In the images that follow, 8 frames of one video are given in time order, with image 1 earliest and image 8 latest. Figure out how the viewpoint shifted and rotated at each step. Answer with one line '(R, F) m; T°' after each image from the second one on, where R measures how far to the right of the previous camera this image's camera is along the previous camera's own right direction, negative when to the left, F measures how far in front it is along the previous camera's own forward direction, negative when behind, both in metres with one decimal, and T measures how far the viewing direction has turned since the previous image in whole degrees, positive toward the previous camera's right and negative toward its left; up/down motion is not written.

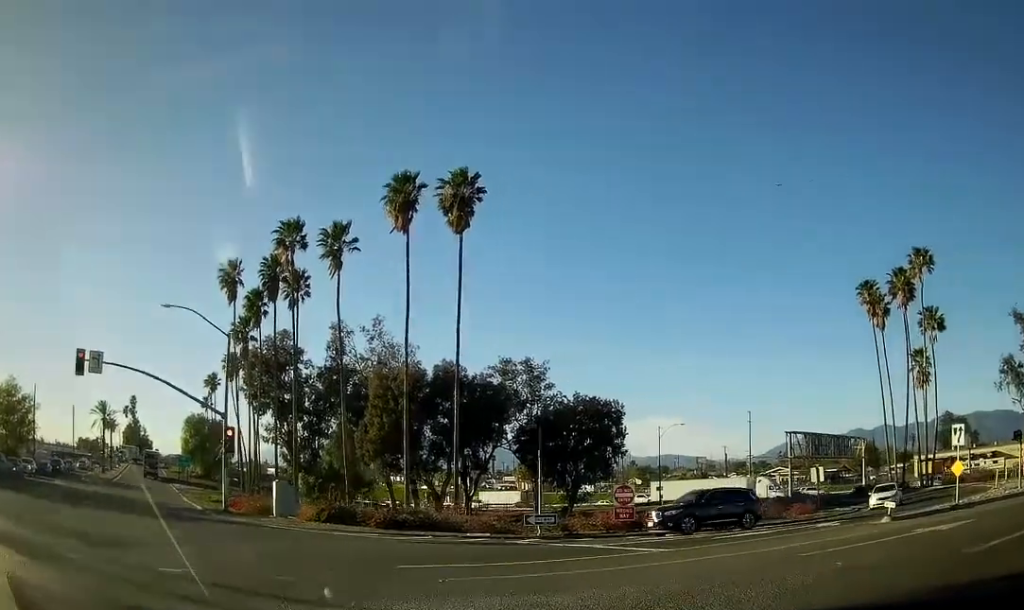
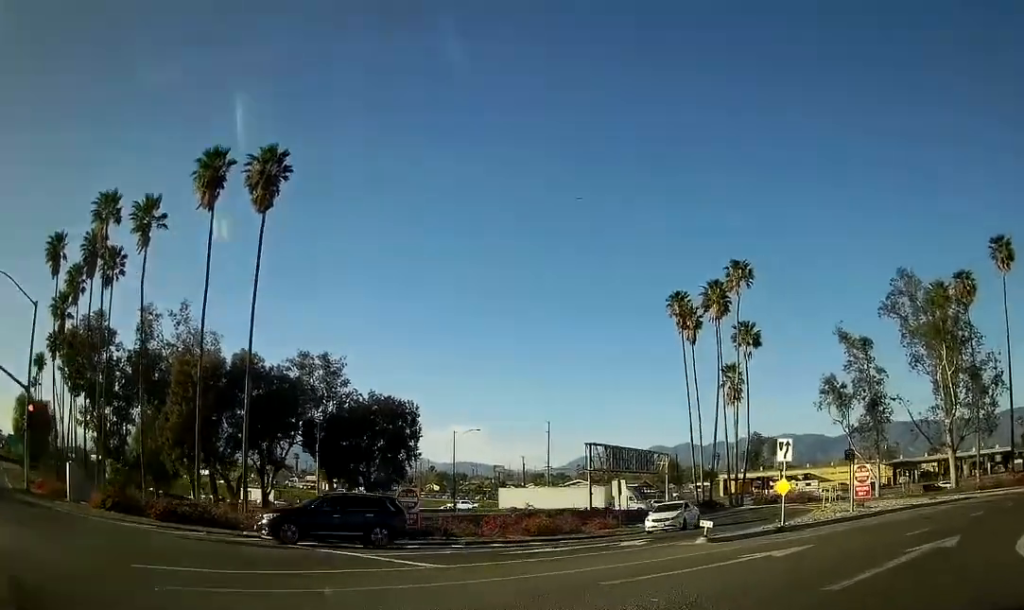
(0.0, +13.5) m; +12°
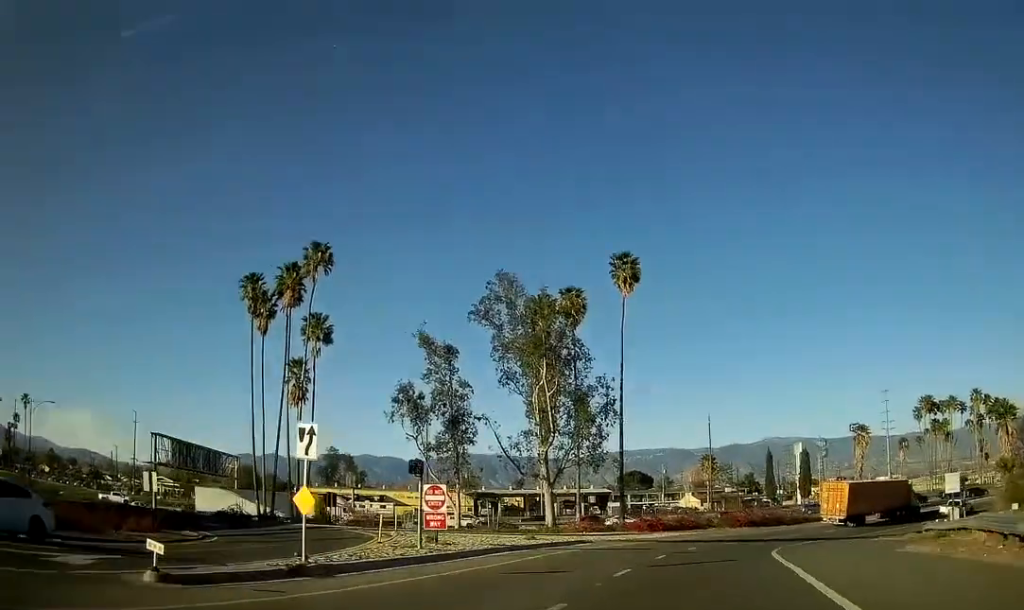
(+7.5, +14.2) m; +68°
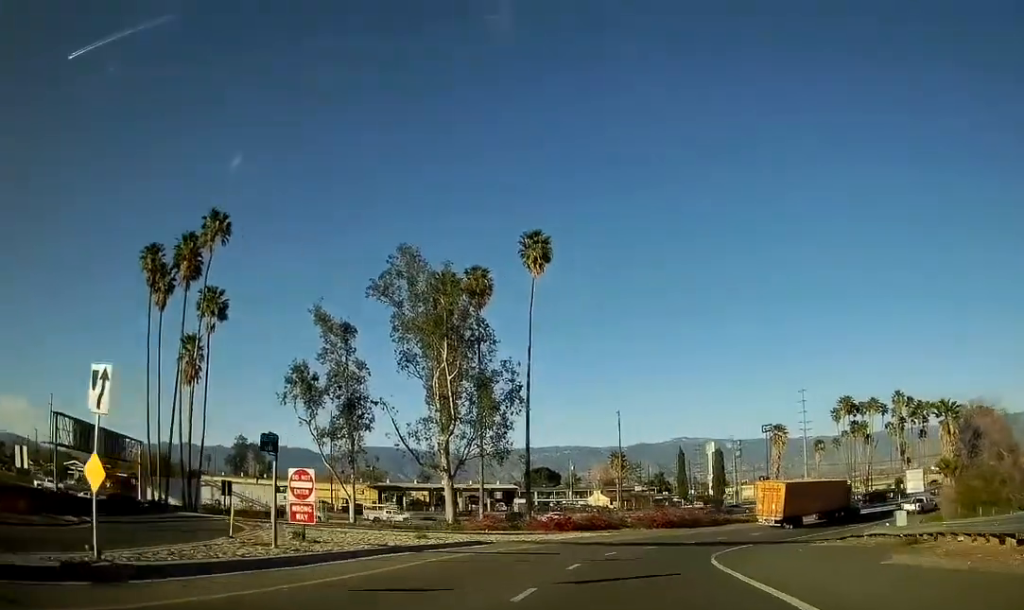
(+1.3, +5.7) m; +13°
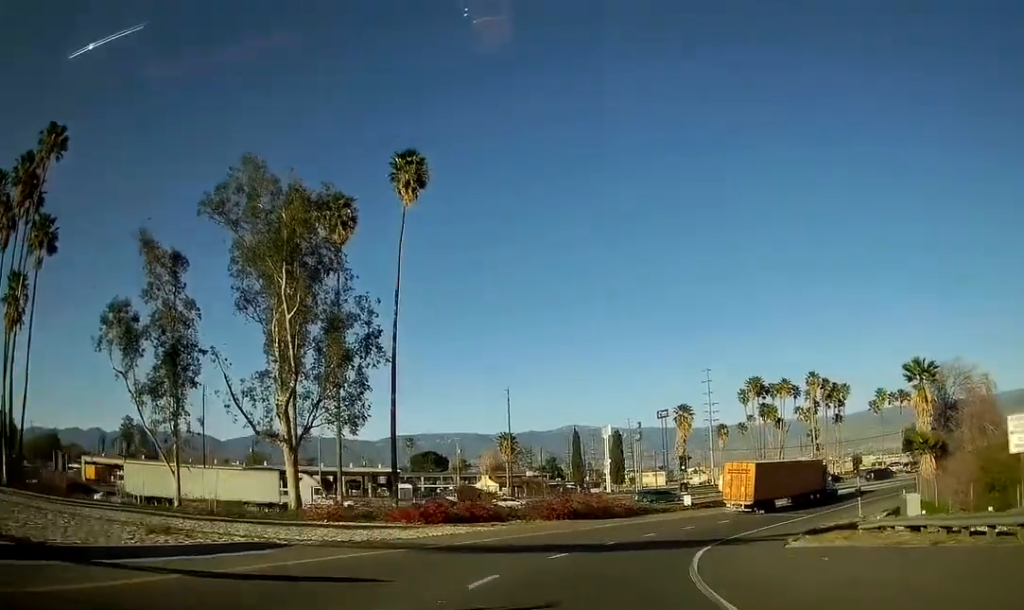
(+2.2, +12.1) m; +15°
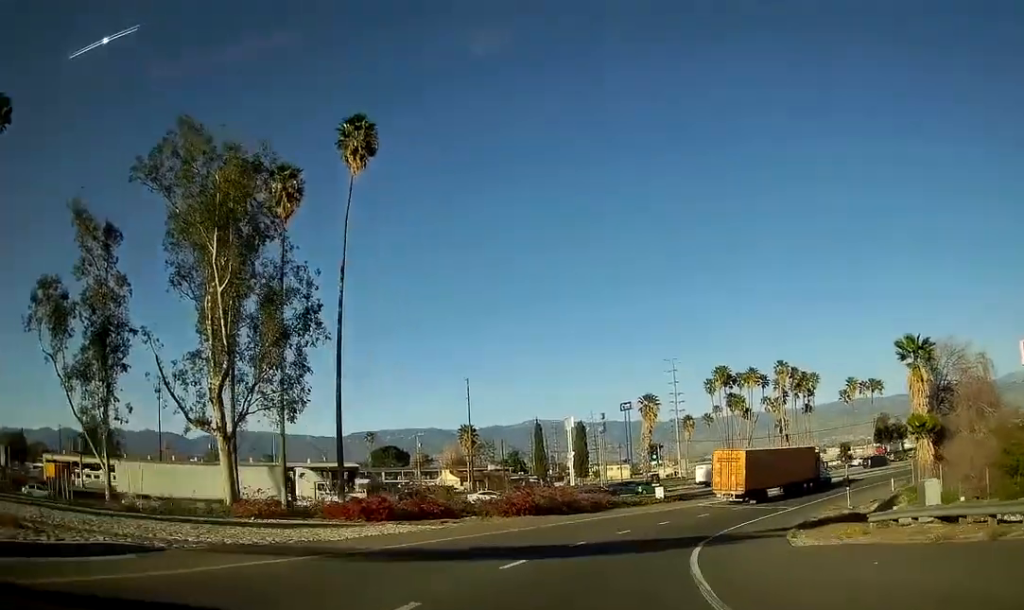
(+0.2, +4.6) m; +1°
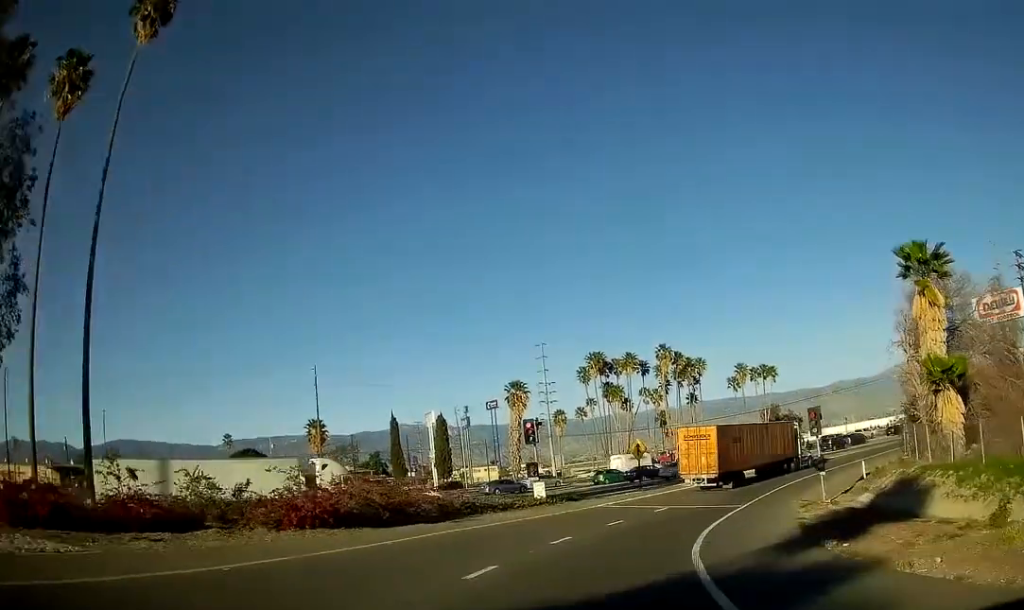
(+0.4, +16.8) m; +8°
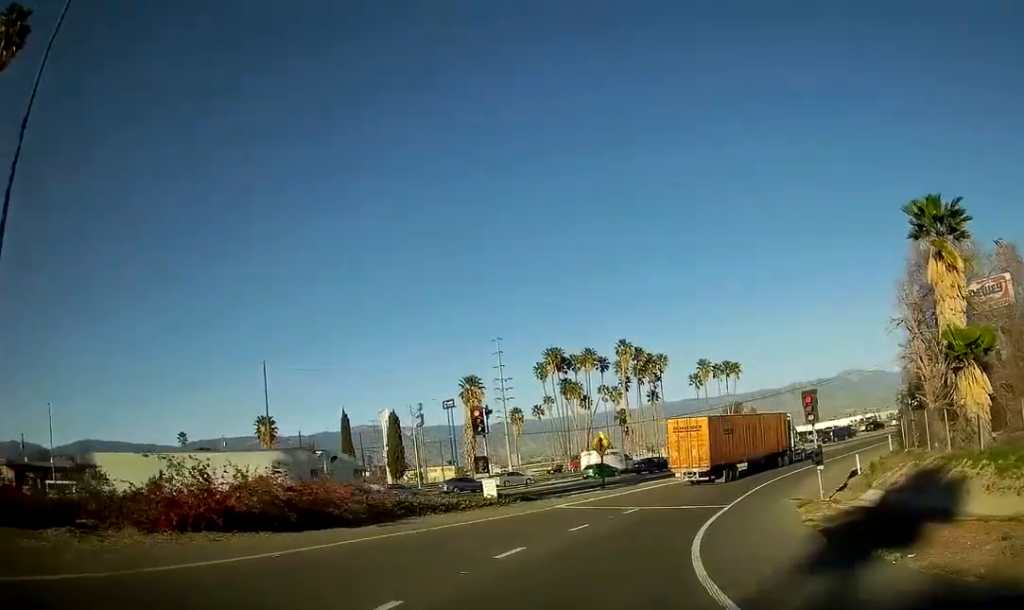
(+0.6, +5.1) m; +3°
